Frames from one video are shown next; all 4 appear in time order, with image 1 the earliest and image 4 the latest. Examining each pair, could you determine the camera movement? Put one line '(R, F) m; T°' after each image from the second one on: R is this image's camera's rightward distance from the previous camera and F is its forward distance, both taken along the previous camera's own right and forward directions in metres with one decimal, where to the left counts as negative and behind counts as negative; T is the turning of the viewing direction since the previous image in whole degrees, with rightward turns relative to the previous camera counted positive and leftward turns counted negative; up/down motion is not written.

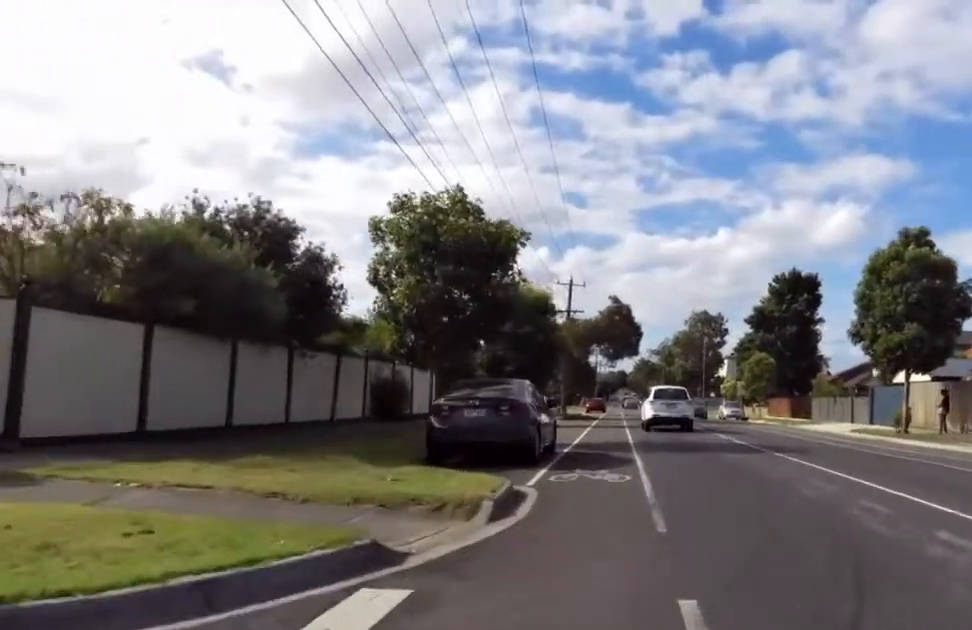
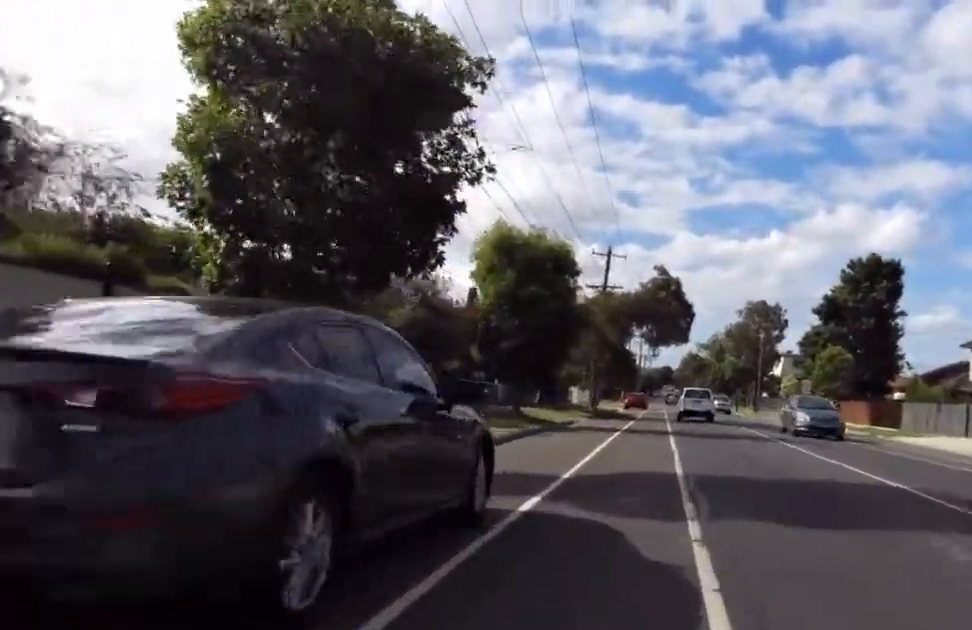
(-0.7, +9.1) m; -2°
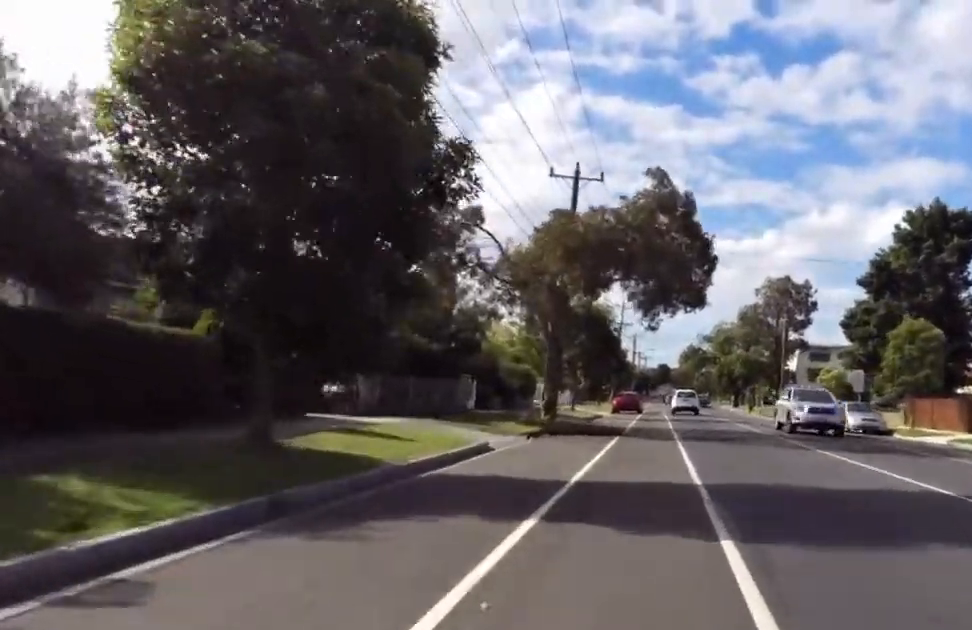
(+0.8, +15.6) m; +2°
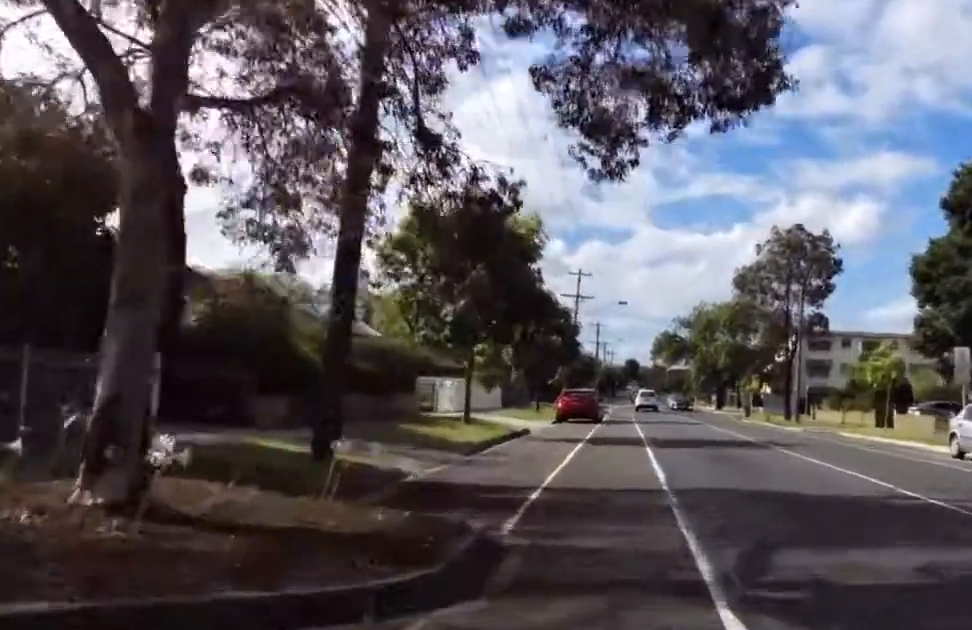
(+0.1, +18.5) m; 0°
